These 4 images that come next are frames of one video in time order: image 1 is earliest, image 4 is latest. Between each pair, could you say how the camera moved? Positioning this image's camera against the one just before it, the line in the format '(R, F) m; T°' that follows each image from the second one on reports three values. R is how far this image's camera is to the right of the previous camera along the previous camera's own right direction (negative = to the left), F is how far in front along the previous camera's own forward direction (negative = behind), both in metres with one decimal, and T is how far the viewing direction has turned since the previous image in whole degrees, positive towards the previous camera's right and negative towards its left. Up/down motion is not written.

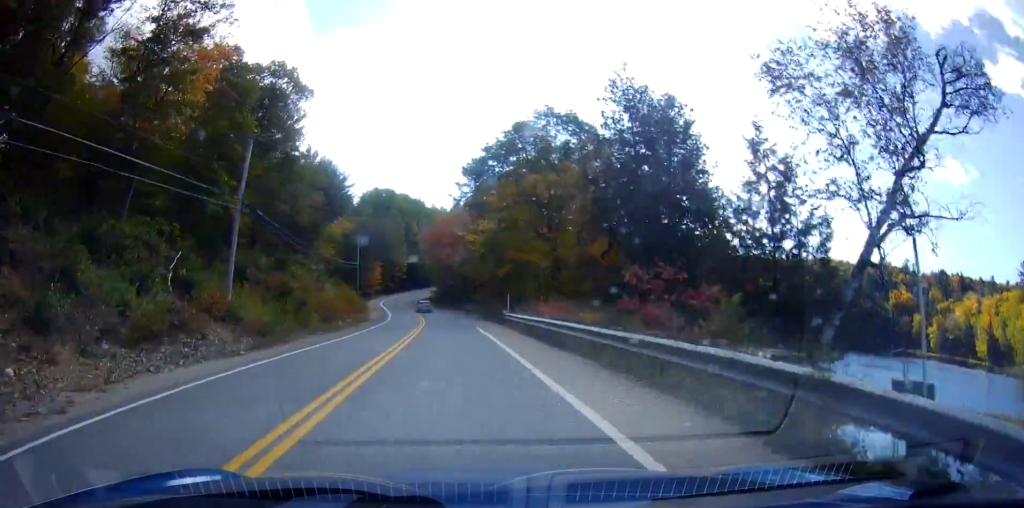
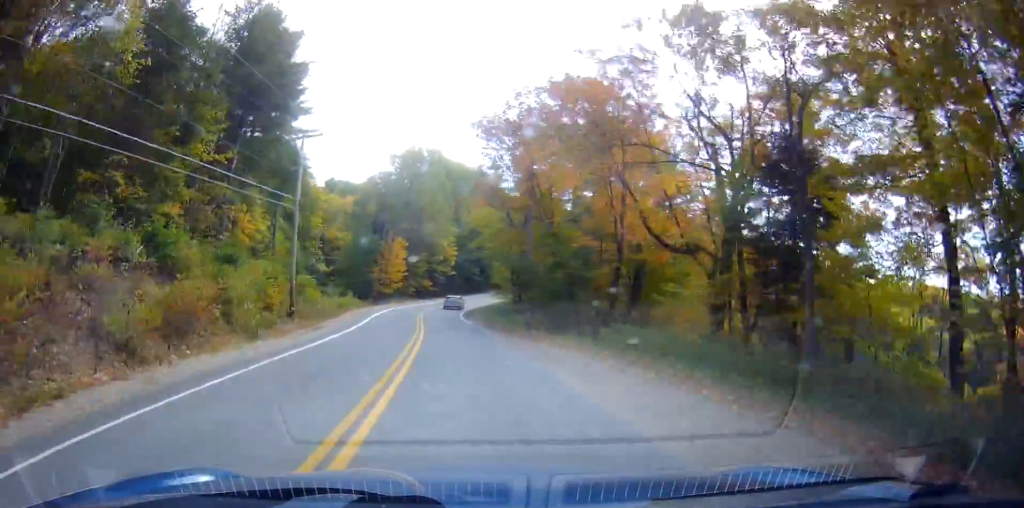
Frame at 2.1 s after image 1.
(-1.9, +54.2) m; 0°
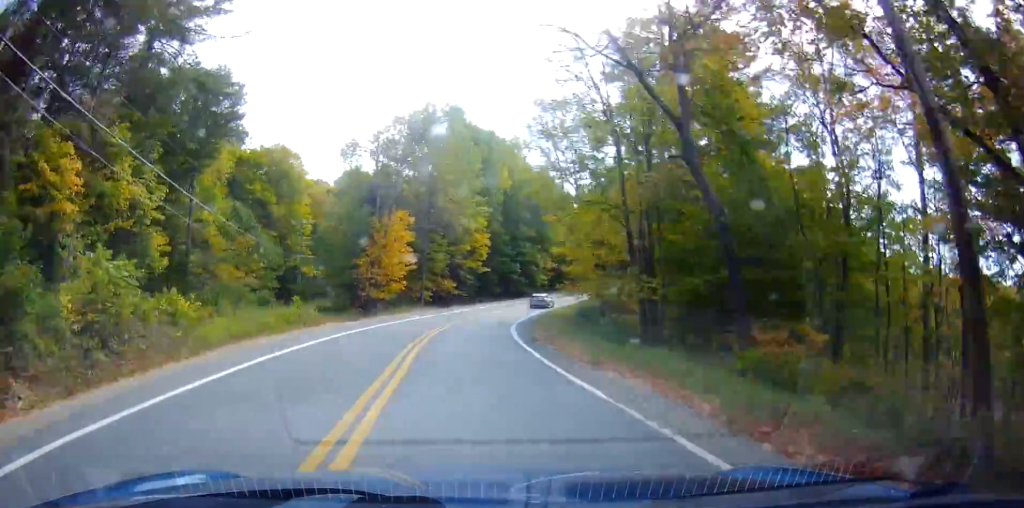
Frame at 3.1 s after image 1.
(+1.5, +27.0) m; +3°
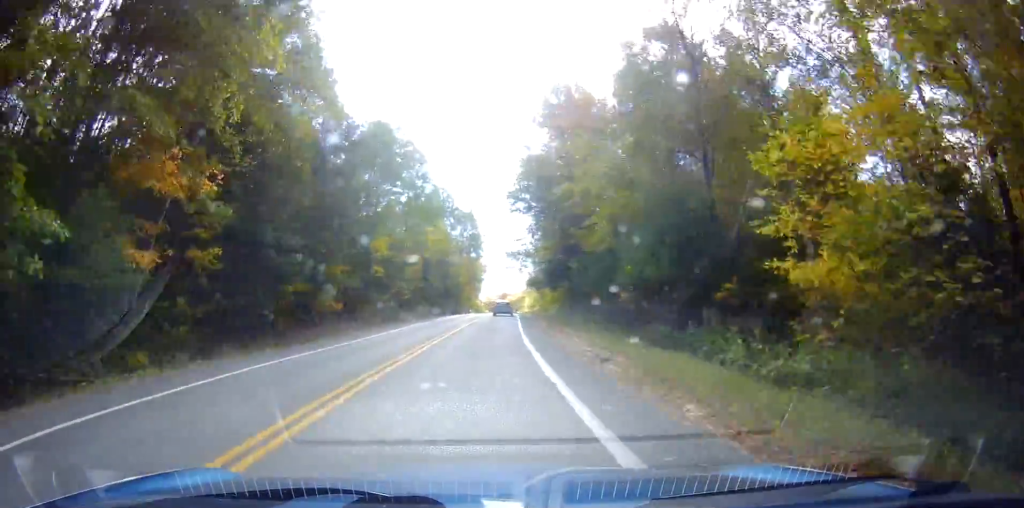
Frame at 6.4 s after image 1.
(+2.8, +80.2) m; +13°
